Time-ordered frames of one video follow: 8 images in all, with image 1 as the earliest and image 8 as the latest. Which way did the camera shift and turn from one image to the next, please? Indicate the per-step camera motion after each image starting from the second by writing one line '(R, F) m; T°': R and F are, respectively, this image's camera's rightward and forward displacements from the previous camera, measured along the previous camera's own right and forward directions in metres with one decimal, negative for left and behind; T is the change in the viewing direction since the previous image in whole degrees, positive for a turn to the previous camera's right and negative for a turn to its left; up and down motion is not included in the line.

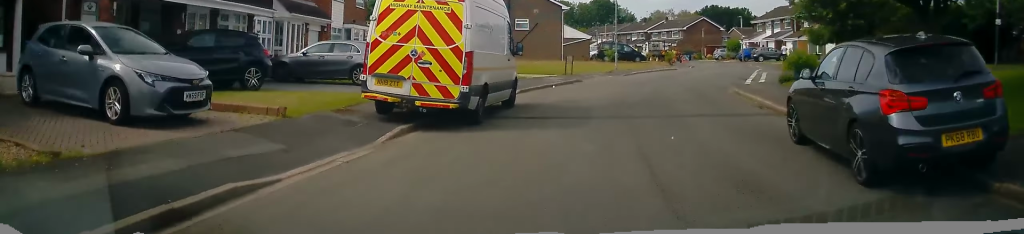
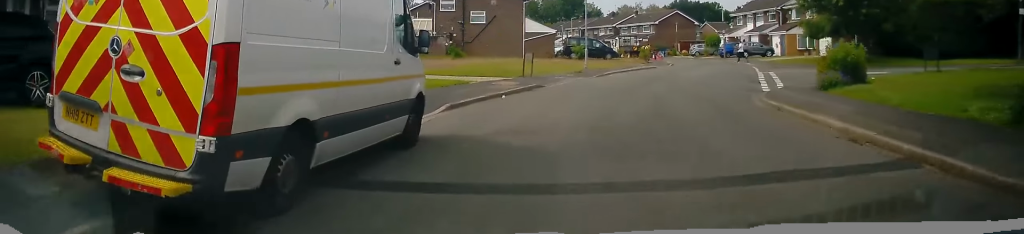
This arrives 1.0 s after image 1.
(+0.3, +6.4) m; +1°
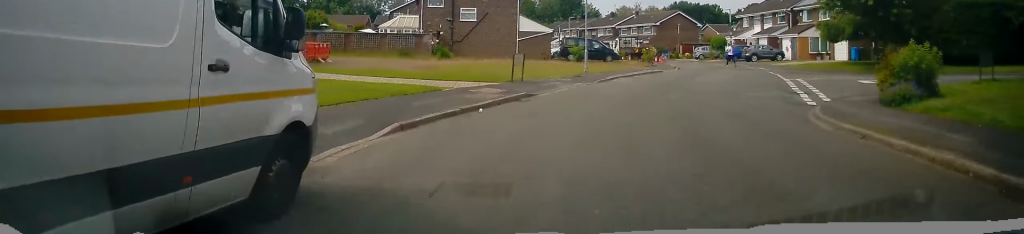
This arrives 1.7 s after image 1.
(-0.1, +3.9) m; 0°
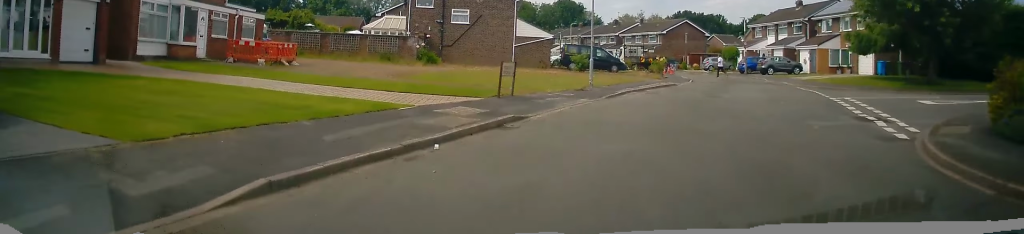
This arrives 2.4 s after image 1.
(-0.2, +4.5) m; +1°
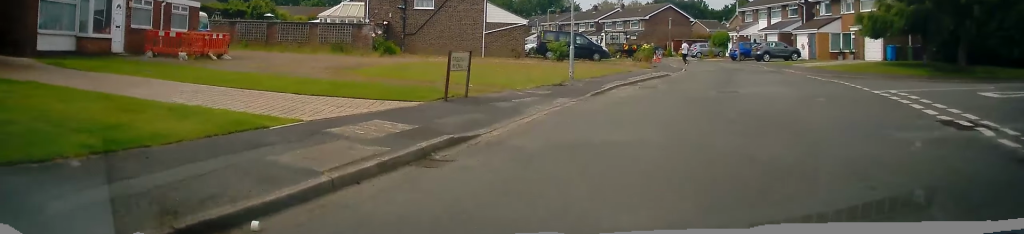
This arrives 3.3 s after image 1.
(+0.2, +4.5) m; +6°
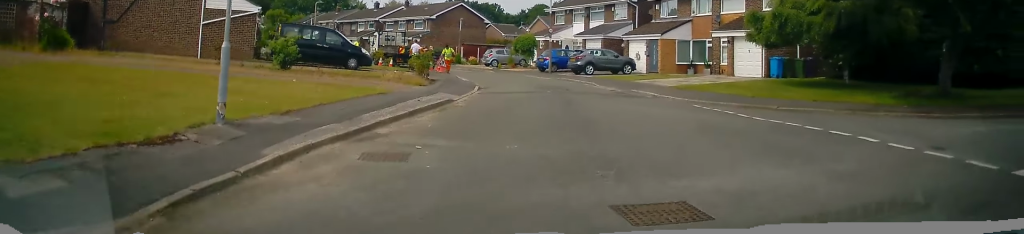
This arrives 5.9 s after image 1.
(+1.4, +11.8) m; +18°
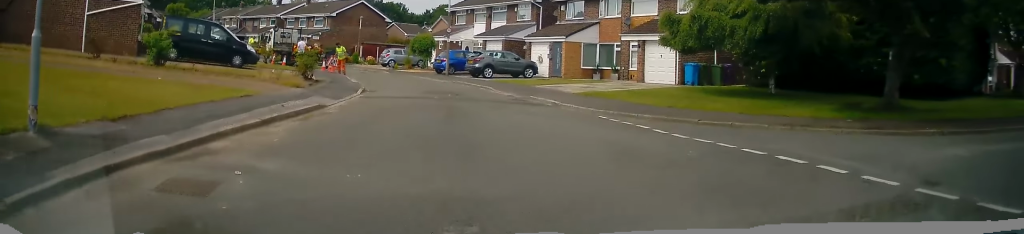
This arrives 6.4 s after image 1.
(+0.1, +2.1) m; +9°
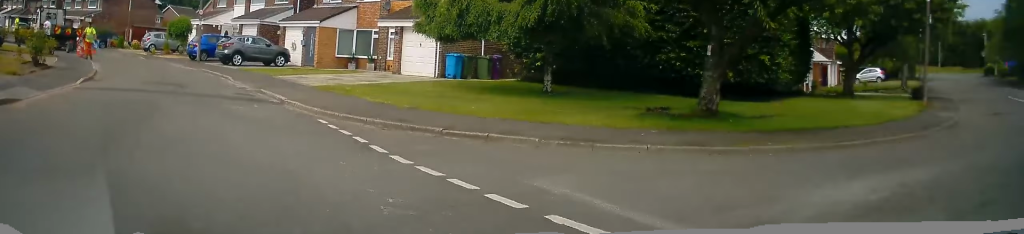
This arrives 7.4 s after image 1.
(+0.6, +3.4) m; +22°
